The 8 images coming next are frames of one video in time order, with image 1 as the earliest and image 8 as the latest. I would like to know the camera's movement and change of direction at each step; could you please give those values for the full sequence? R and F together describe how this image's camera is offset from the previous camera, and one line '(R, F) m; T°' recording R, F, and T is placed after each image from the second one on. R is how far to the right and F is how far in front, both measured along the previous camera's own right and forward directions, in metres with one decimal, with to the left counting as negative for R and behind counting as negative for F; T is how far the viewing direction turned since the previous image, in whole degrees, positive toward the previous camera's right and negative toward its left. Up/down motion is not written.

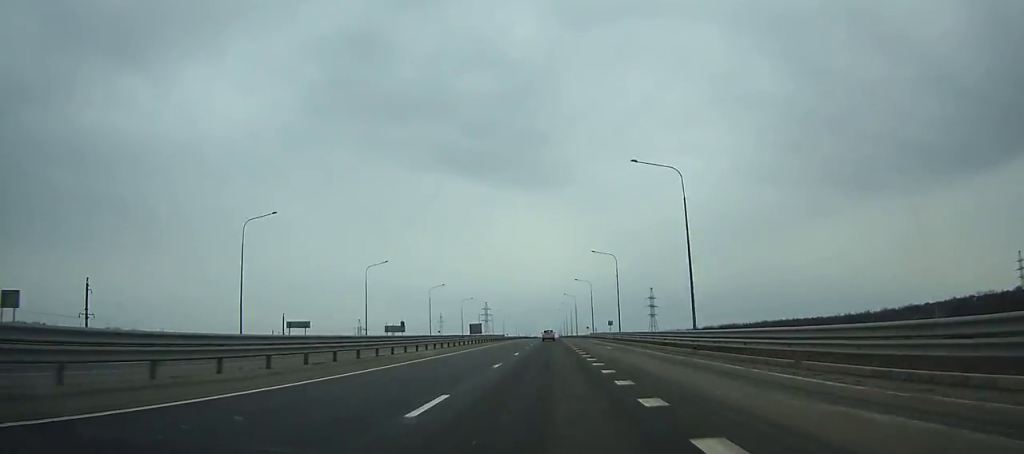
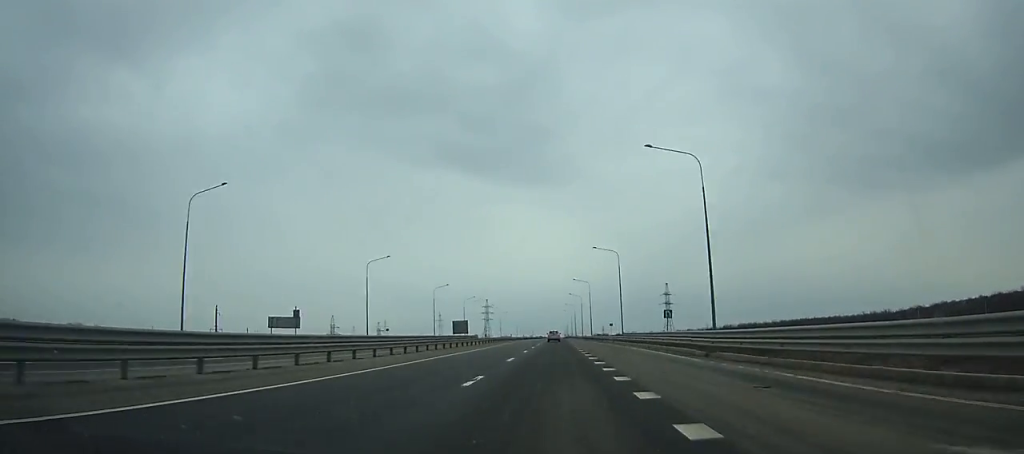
(0.0, +43.7) m; 0°
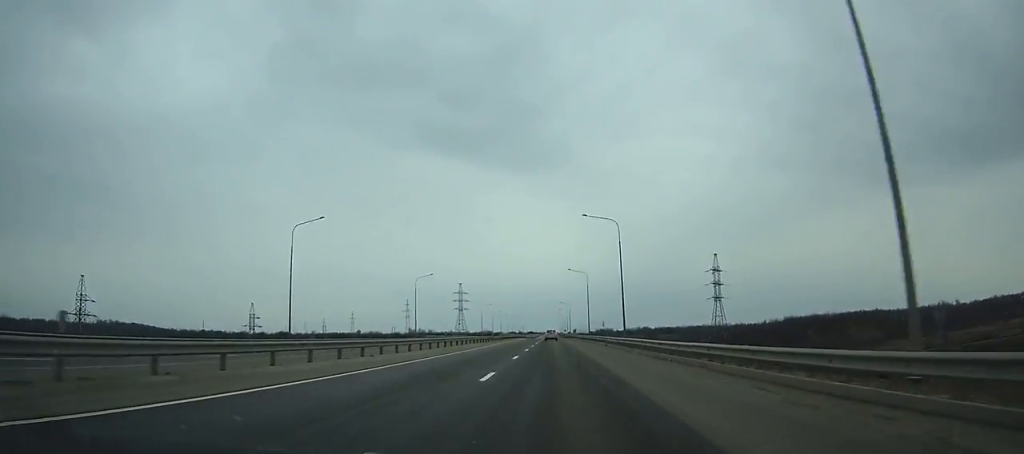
(+0.3, +142.9) m; 0°
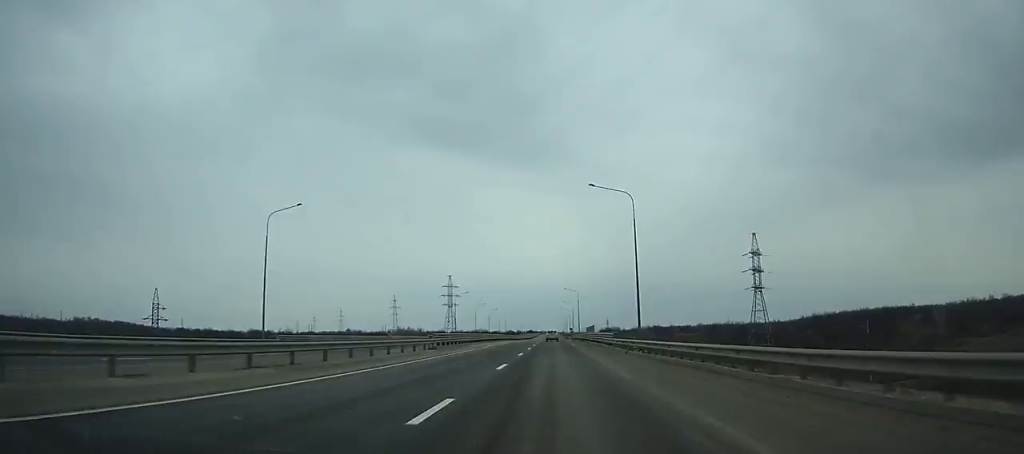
(-0.2, +55.8) m; 0°
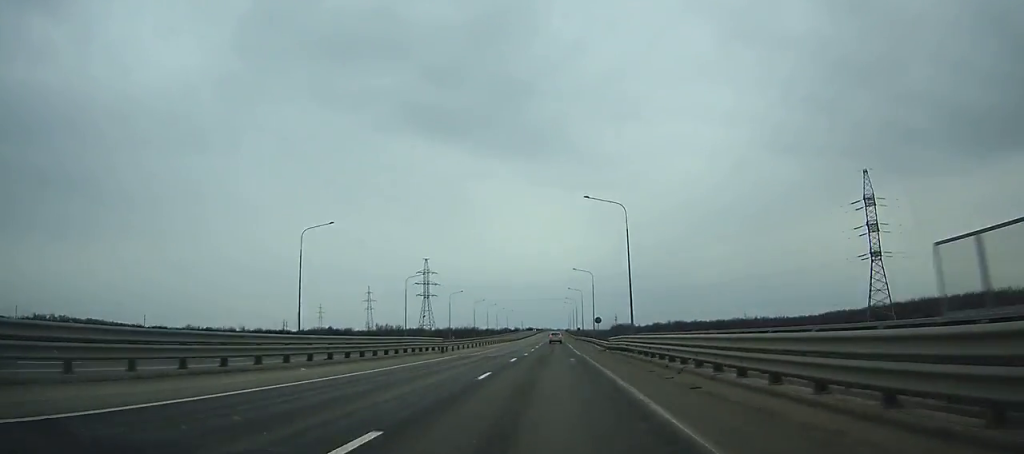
(+0.2, +88.9) m; 0°
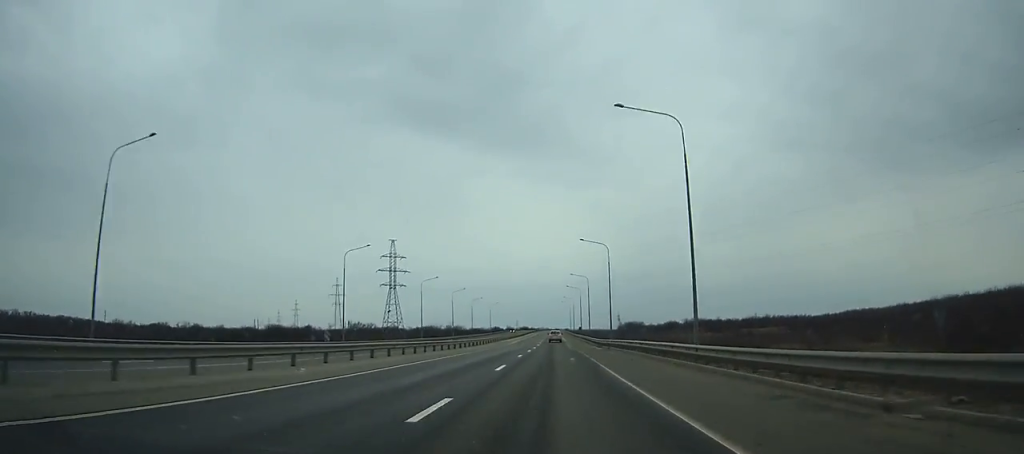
(-0.1, +68.8) m; 0°
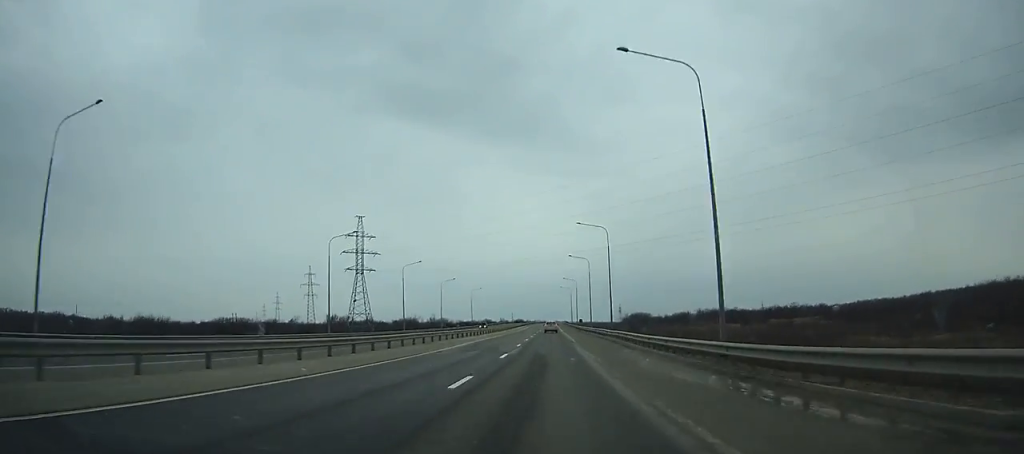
(0.0, +43.4) m; 0°
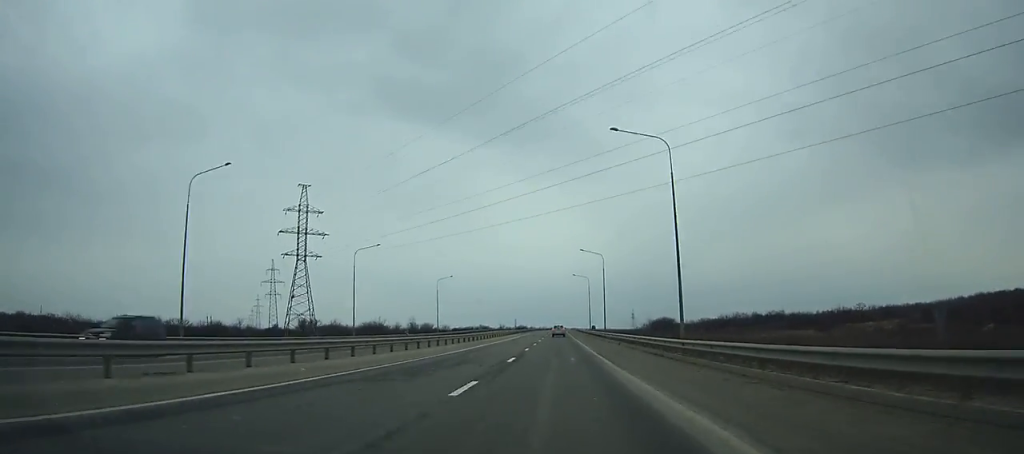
(0.0, +61.3) m; 0°
